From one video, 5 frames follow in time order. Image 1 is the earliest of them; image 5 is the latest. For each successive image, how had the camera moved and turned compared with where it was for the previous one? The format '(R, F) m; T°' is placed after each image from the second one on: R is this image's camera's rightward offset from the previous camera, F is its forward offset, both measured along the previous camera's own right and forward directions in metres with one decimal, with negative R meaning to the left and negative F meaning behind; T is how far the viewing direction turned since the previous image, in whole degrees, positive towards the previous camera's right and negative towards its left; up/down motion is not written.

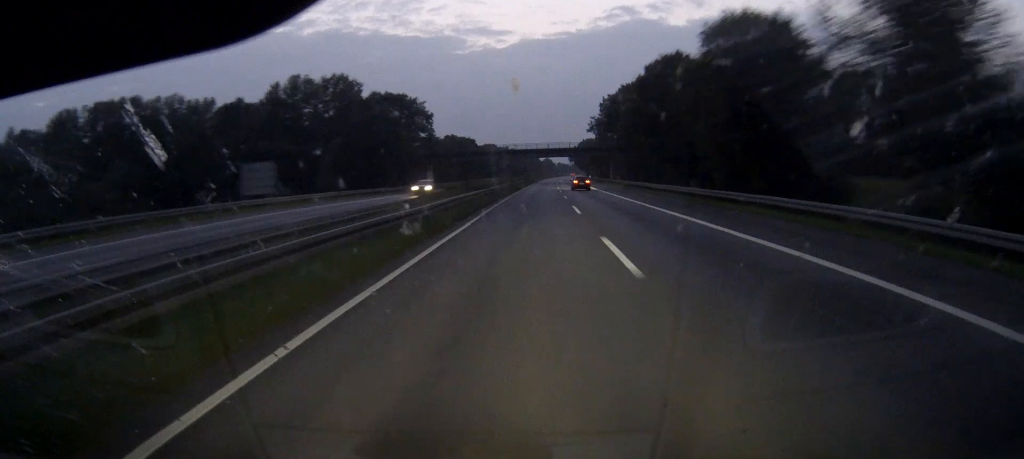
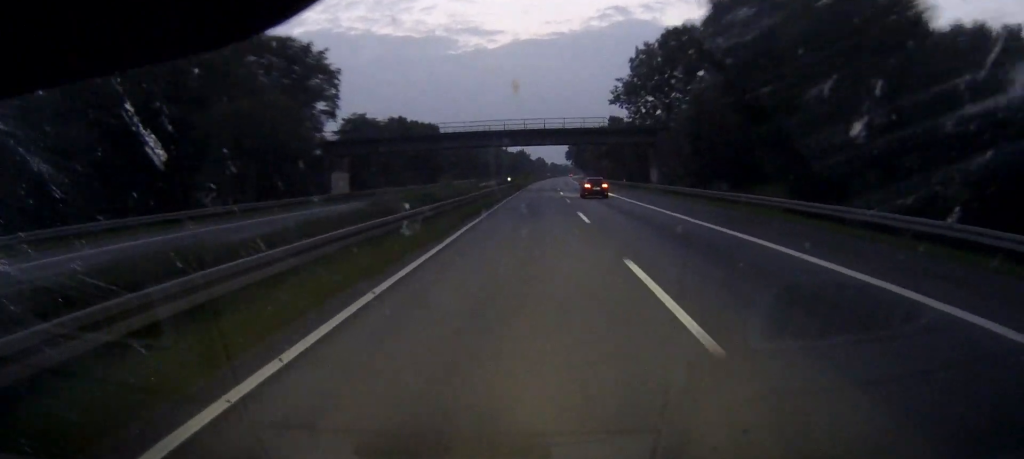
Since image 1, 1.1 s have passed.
(+0.3, +58.4) m; 0°
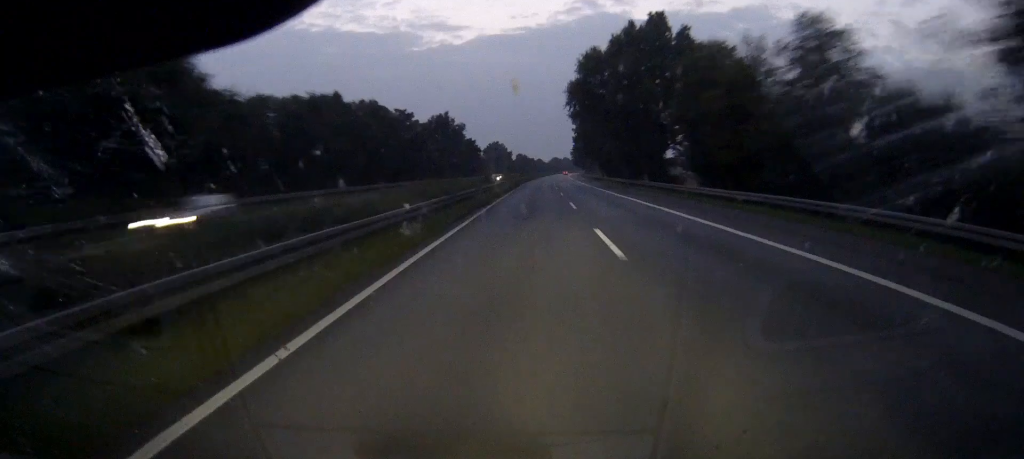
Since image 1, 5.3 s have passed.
(+5.3, +226.1) m; +3°
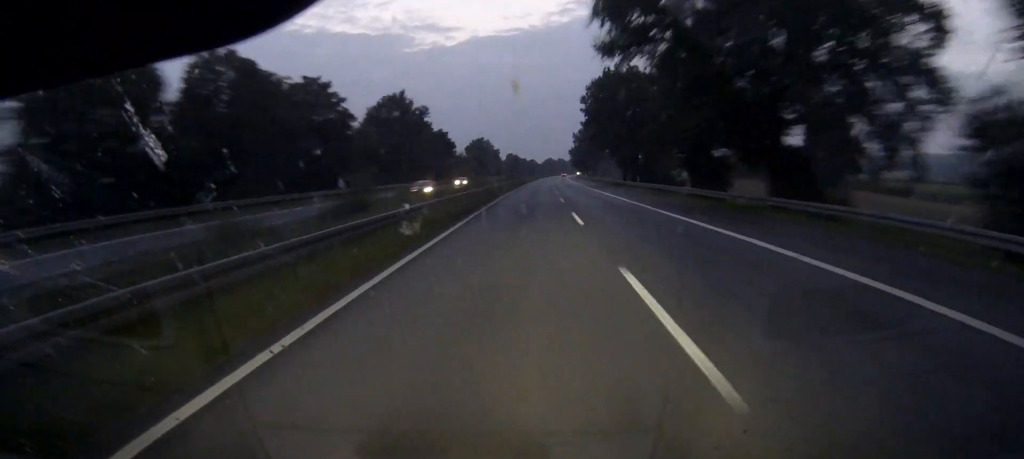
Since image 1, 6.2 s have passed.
(+0.1, +44.2) m; 0°
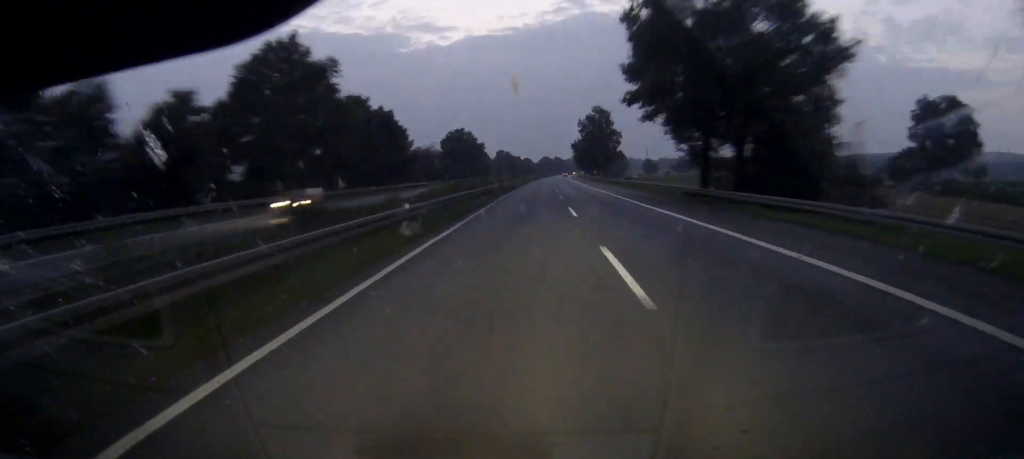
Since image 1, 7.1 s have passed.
(+0.2, +49.4) m; +1°
